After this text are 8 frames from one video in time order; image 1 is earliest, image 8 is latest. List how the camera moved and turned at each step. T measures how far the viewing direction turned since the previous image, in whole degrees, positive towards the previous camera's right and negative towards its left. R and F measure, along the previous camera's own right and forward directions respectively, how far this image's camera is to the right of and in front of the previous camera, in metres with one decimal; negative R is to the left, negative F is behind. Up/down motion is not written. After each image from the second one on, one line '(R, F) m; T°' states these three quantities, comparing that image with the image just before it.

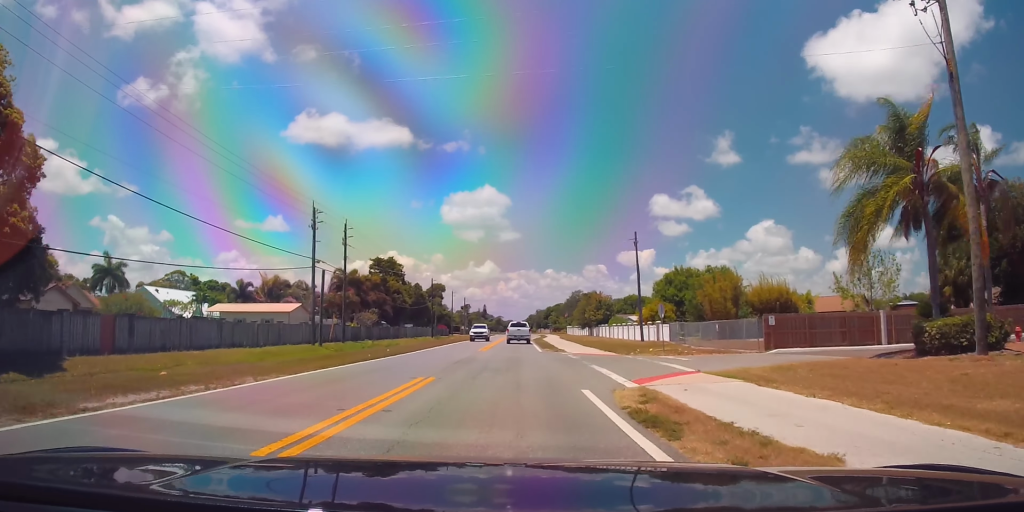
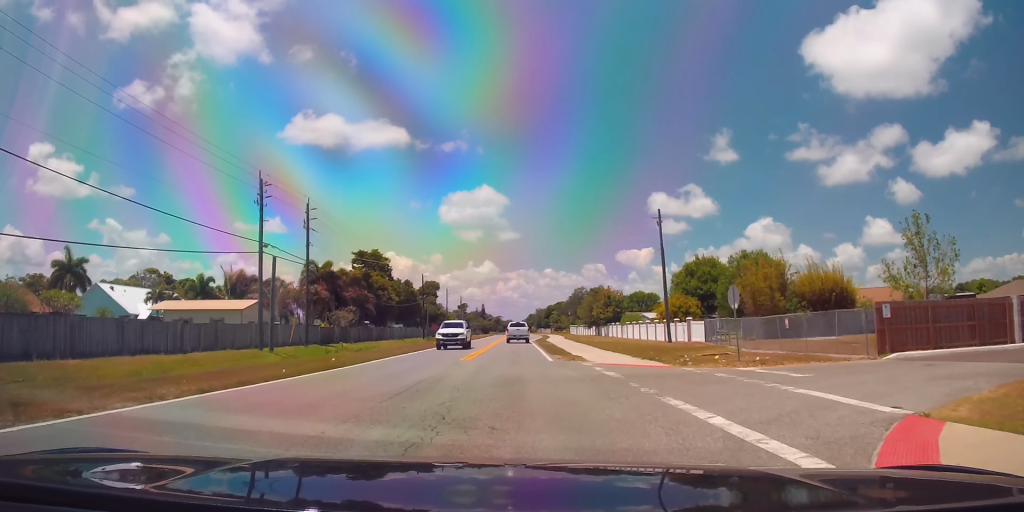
(-0.4, +10.9) m; 0°
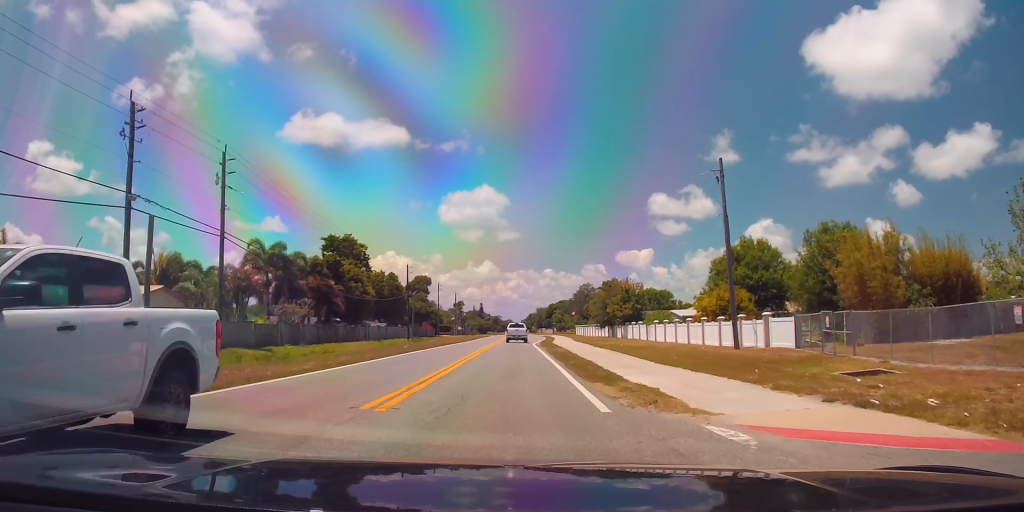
(+0.4, +15.6) m; +2°
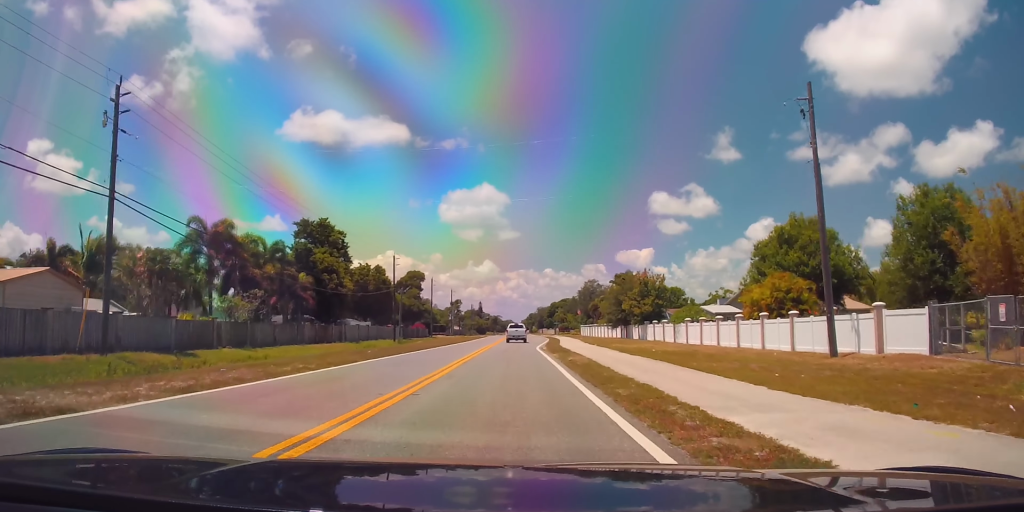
(0.0, +11.3) m; -2°
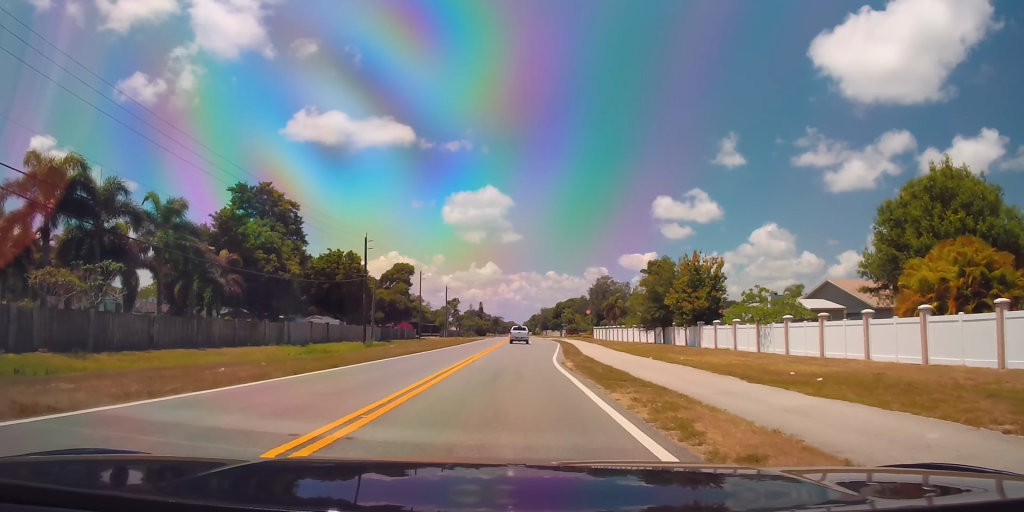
(-0.6, +18.3) m; -2°
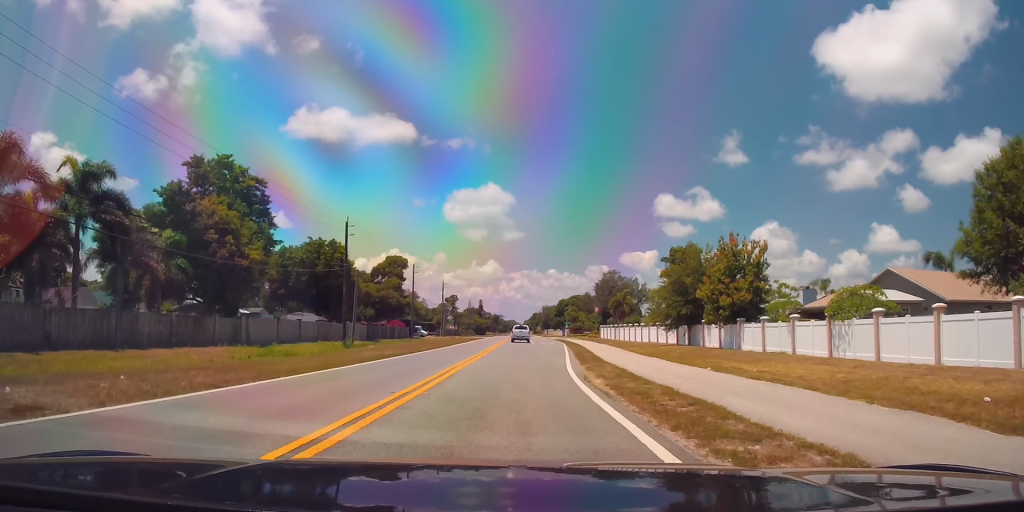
(0.0, +8.4) m; +1°
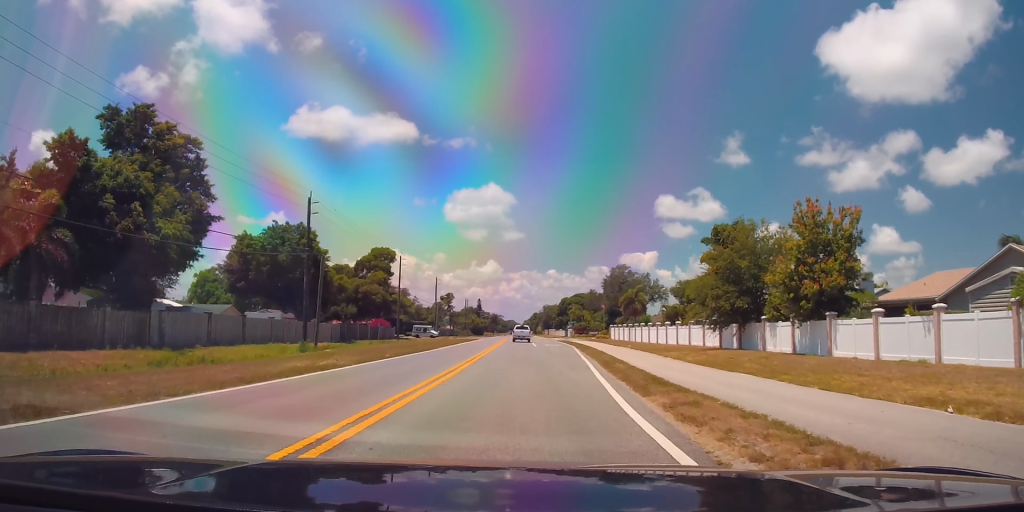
(+0.2, +11.5) m; +1°
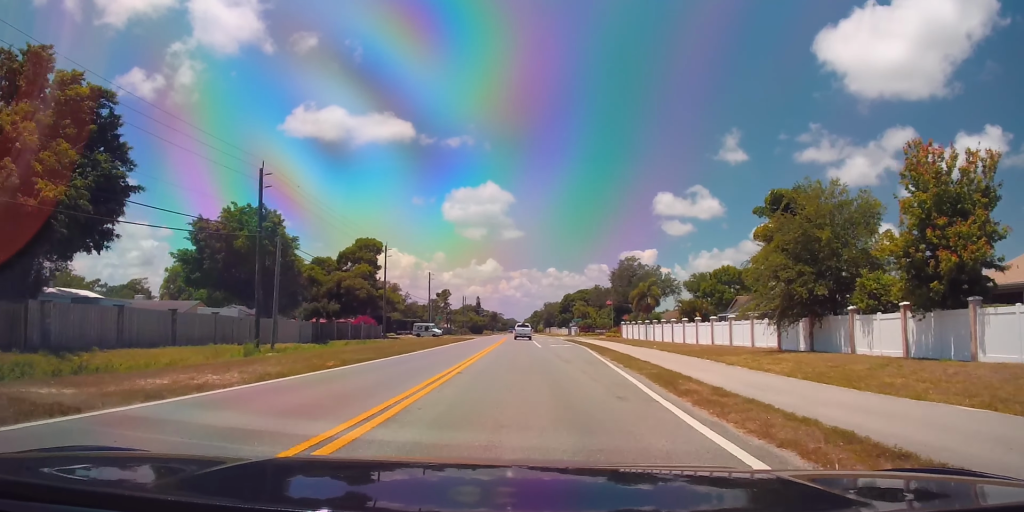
(+0.3, +9.6) m; 0°
